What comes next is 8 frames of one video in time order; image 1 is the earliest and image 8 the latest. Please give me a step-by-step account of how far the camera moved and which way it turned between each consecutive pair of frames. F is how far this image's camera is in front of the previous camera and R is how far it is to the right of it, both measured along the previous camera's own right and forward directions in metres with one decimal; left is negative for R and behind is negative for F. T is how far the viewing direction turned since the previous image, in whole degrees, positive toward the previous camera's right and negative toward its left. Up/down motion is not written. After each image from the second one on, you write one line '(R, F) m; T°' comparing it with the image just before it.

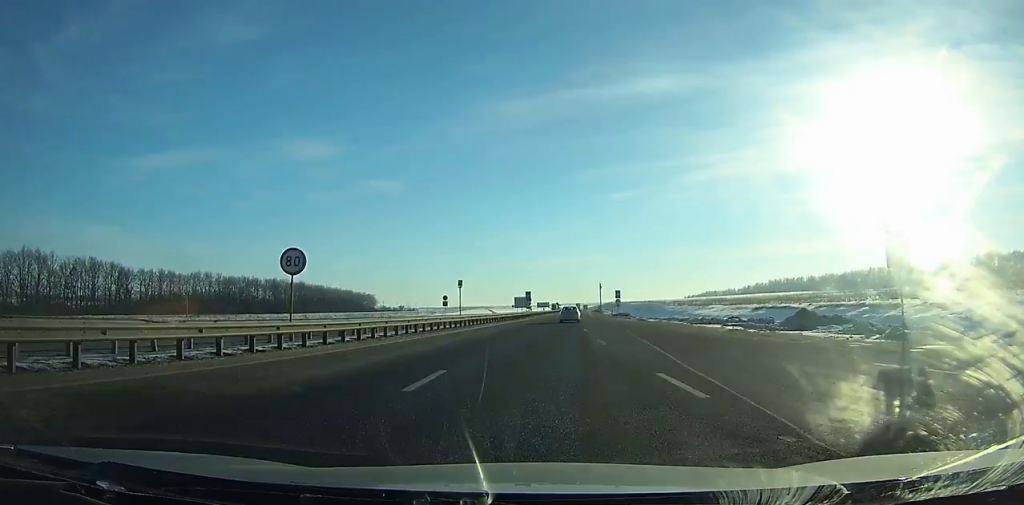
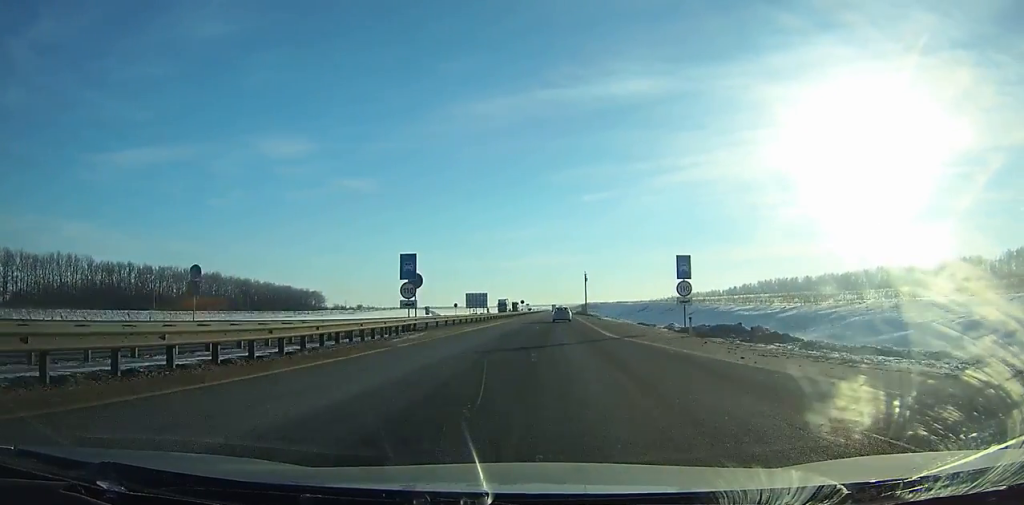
(+1.2, +69.8) m; +1°
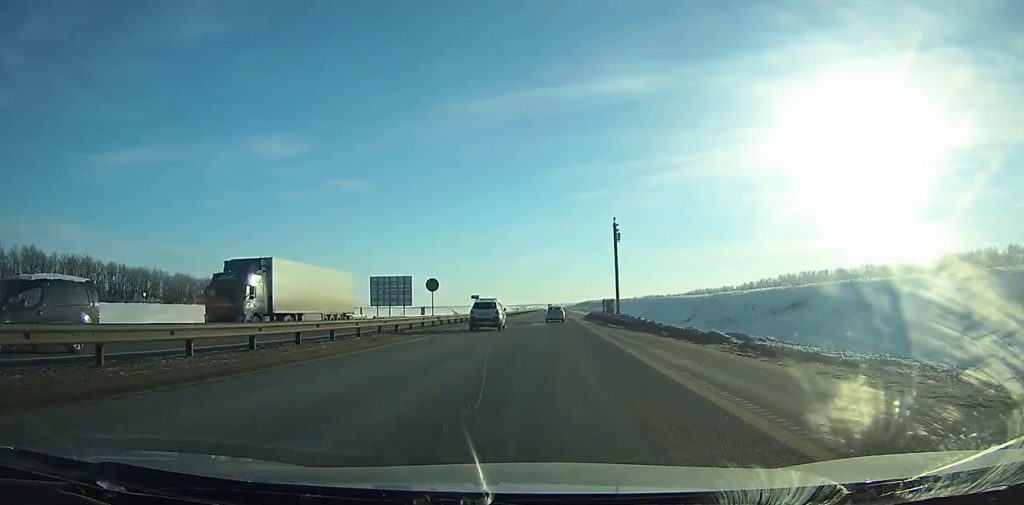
(+0.3, +90.4) m; 0°
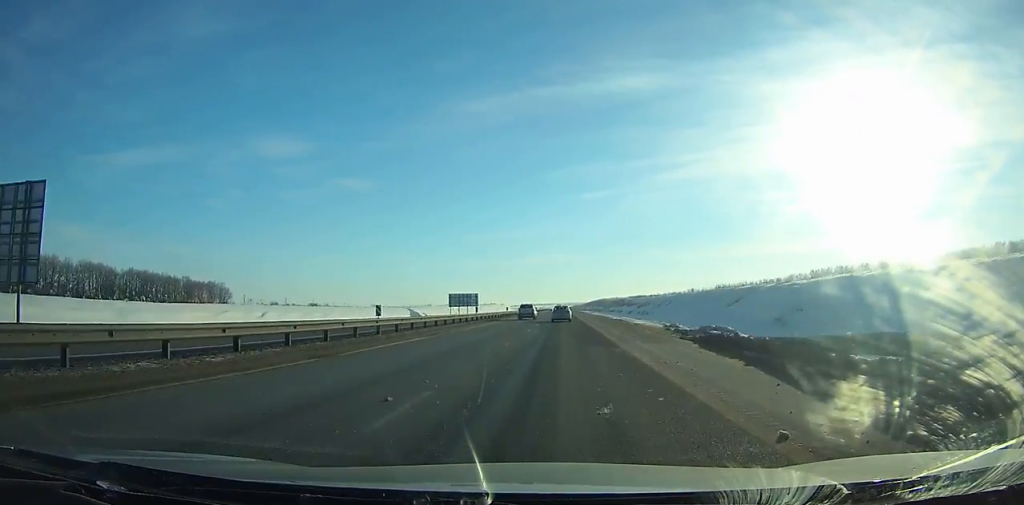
(0.0, +70.7) m; 0°
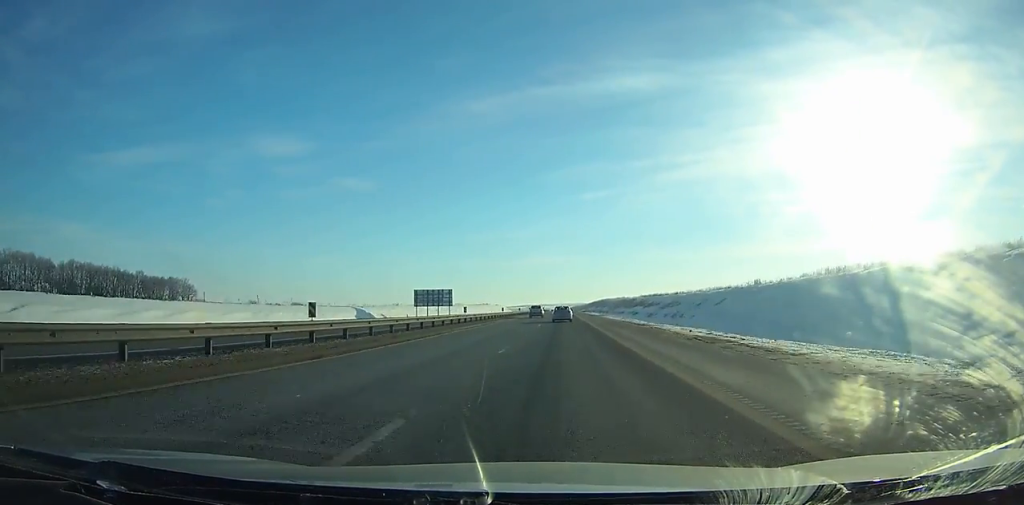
(-0.2, +38.3) m; 0°
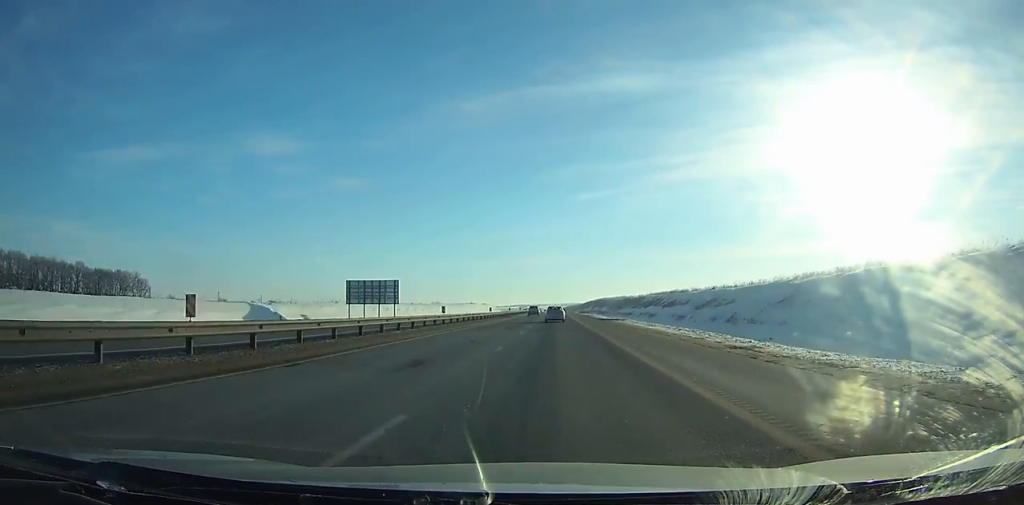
(+0.1, +37.2) m; 0°
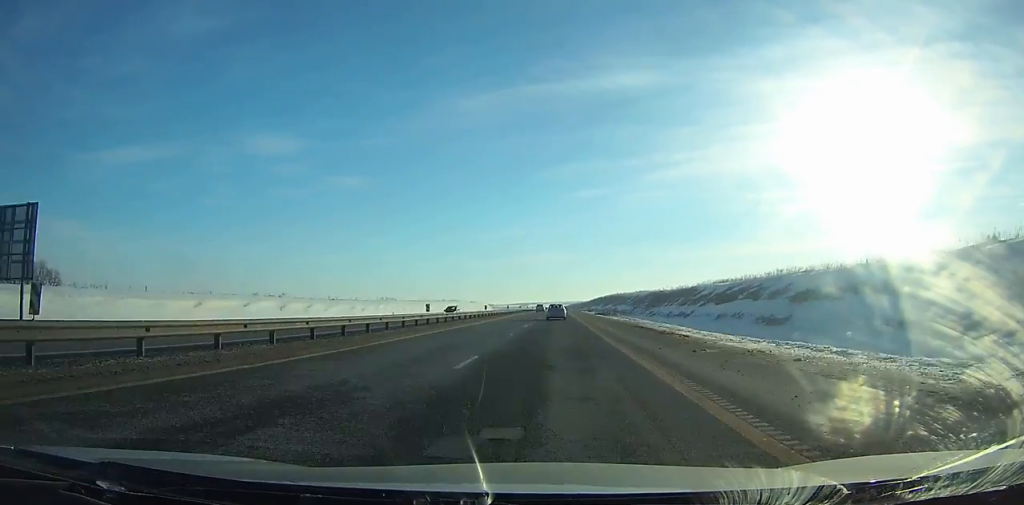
(+0.2, +64.8) m; 0°
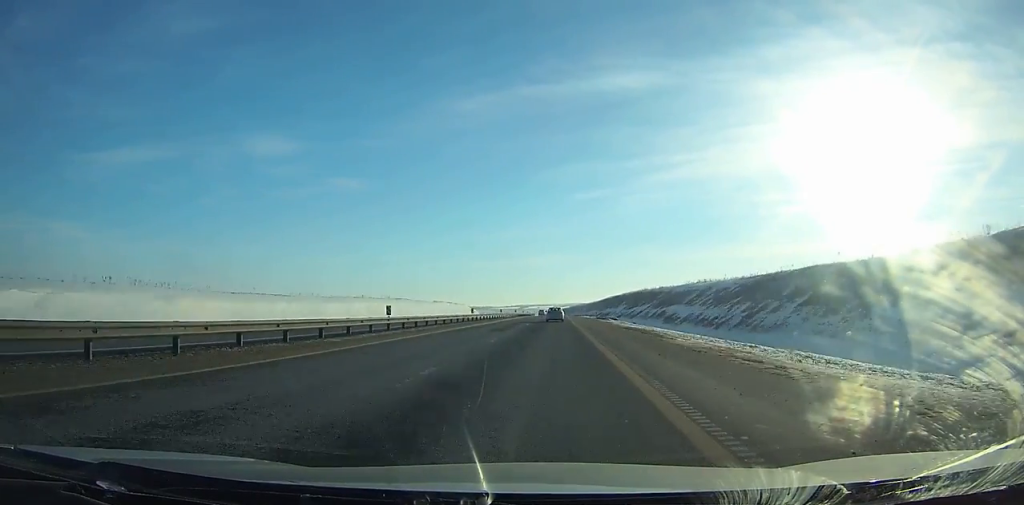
(-0.4, +99.5) m; 0°
